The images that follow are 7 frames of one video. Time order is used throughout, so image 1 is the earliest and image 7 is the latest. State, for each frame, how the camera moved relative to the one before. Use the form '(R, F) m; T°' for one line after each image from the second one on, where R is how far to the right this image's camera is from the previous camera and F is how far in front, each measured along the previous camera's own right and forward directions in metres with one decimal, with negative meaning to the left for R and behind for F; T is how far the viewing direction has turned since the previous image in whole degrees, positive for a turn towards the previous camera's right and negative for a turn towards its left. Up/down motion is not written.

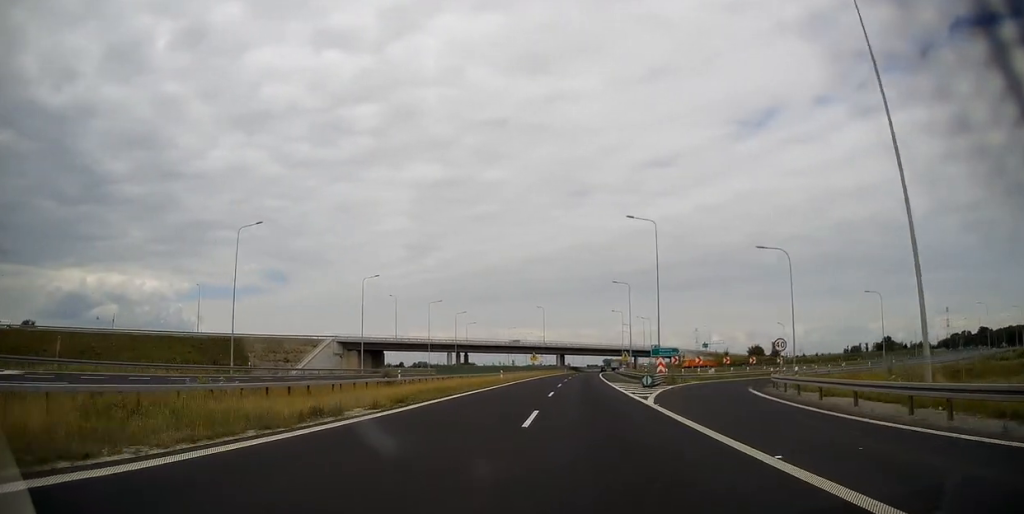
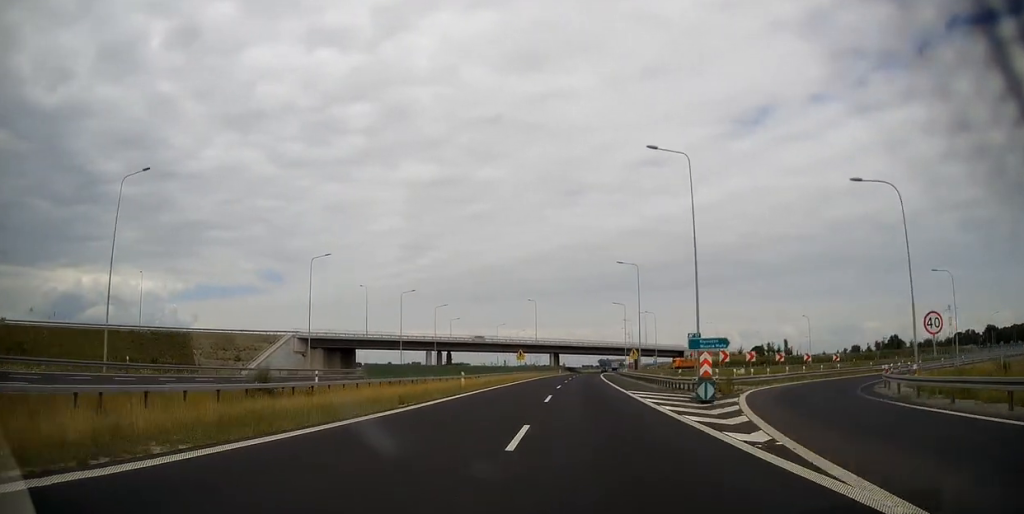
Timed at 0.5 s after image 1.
(0.0, +17.7) m; 0°
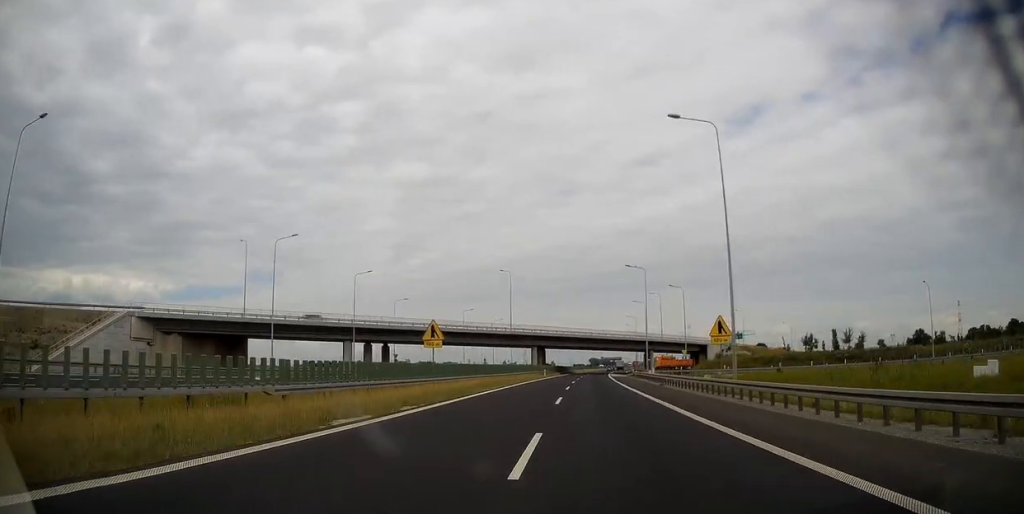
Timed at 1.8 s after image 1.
(+0.3, +45.7) m; +1°
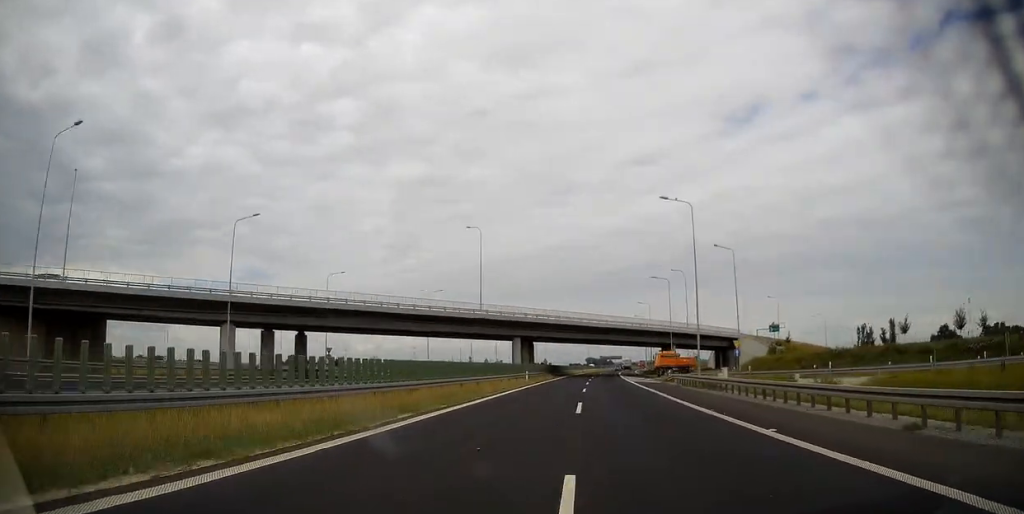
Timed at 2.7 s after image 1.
(+0.3, +32.7) m; +1°
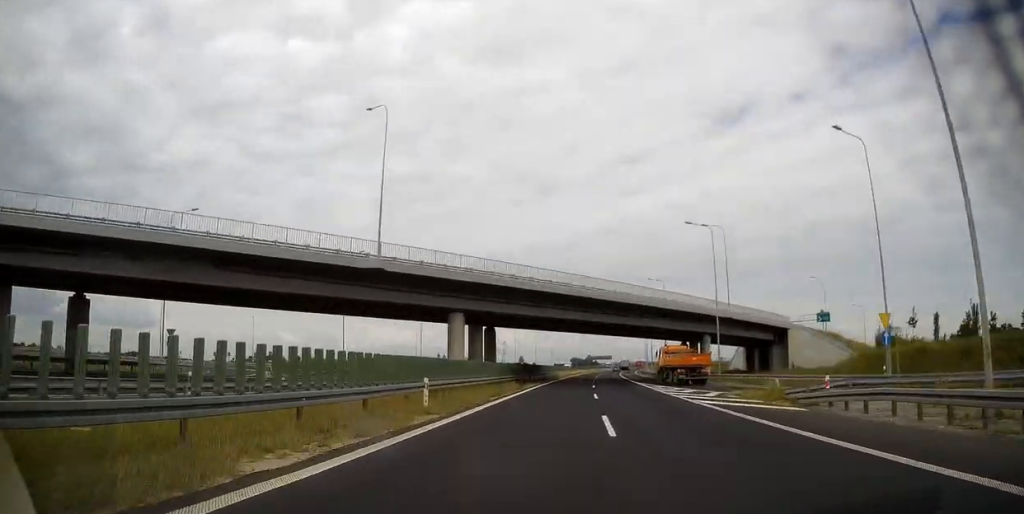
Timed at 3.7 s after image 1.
(+0.3, +34.9) m; +1°
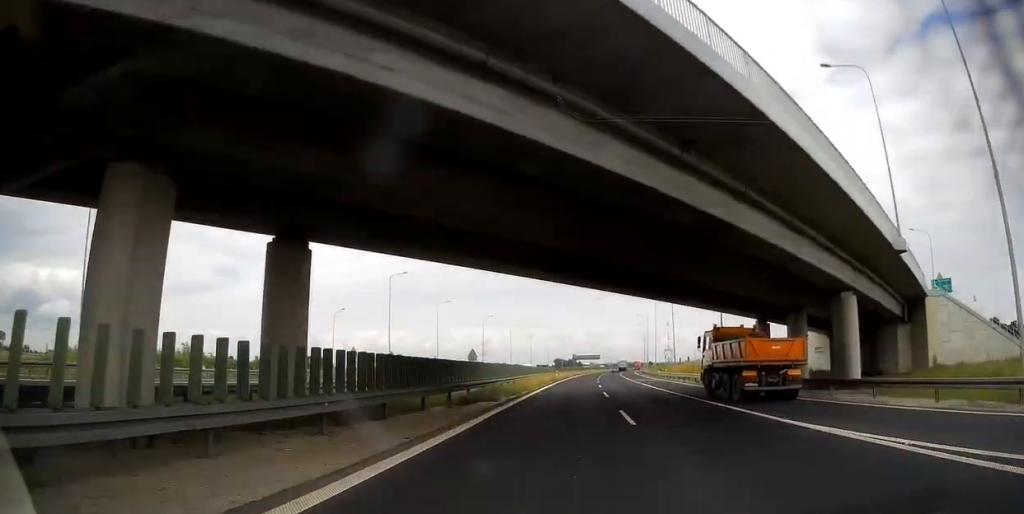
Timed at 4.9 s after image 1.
(+0.4, +40.6) m; +1°
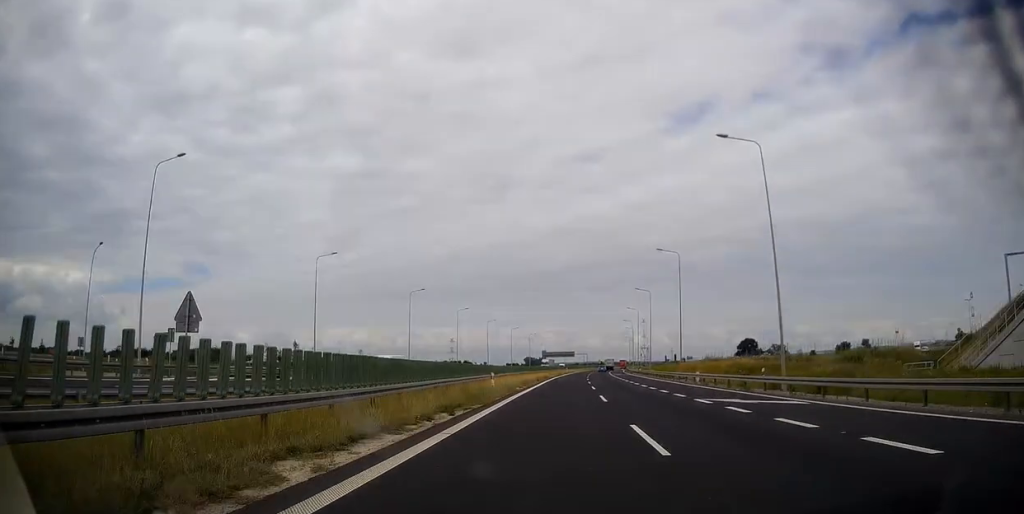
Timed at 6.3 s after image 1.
(+0.8, +48.7) m; +3°
